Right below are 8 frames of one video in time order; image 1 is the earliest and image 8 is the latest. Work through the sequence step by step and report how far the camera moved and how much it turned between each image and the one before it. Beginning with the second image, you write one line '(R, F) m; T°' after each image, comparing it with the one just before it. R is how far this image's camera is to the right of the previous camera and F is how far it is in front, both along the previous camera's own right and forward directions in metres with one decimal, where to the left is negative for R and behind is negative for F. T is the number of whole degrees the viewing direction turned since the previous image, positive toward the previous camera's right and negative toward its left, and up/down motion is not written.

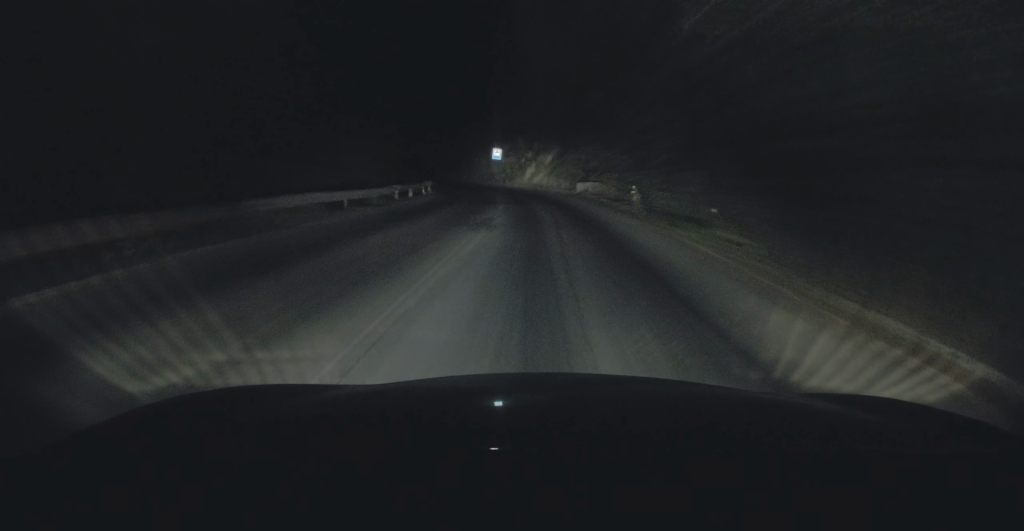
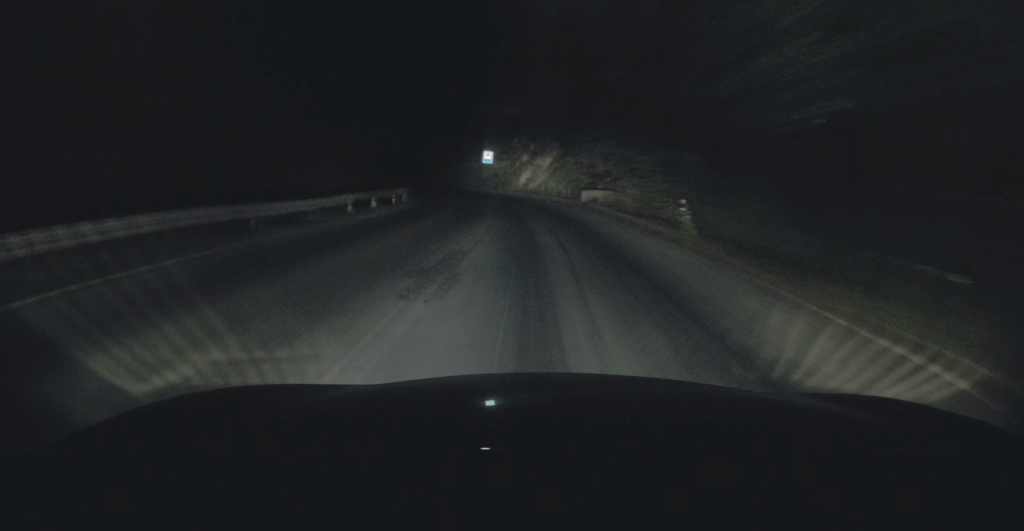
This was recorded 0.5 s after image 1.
(0.0, +3.8) m; -1°
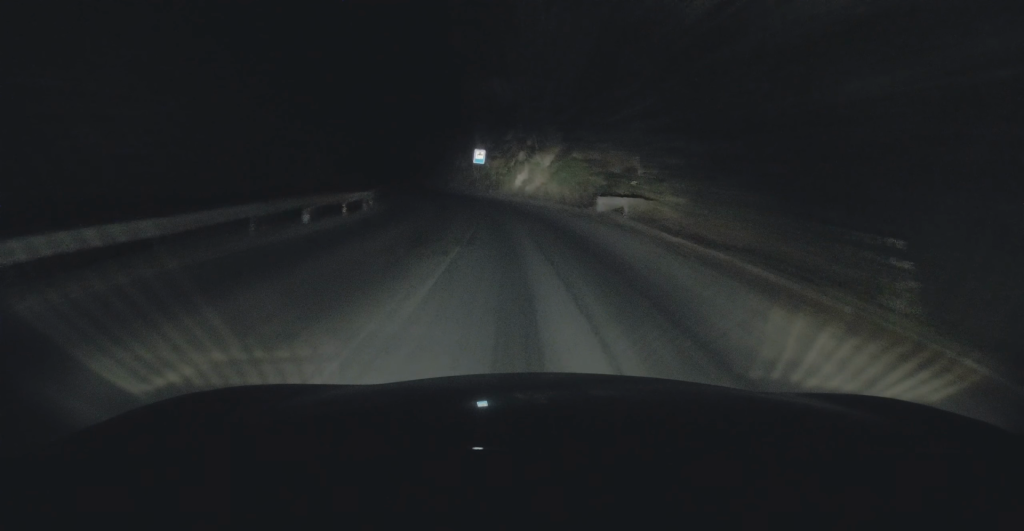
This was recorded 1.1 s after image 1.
(-0.1, +4.5) m; -1°
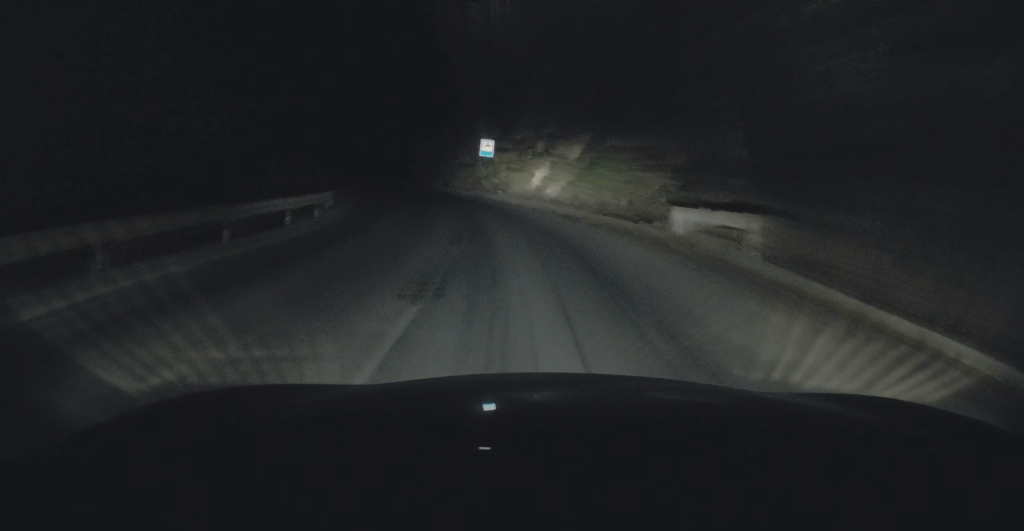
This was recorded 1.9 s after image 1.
(0.0, +6.0) m; 0°
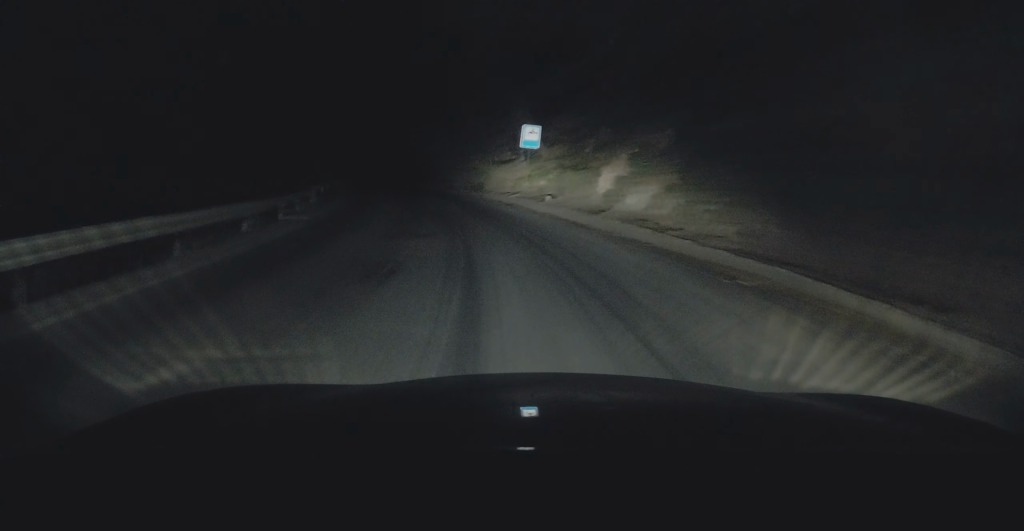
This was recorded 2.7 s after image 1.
(0.0, +6.6) m; -1°
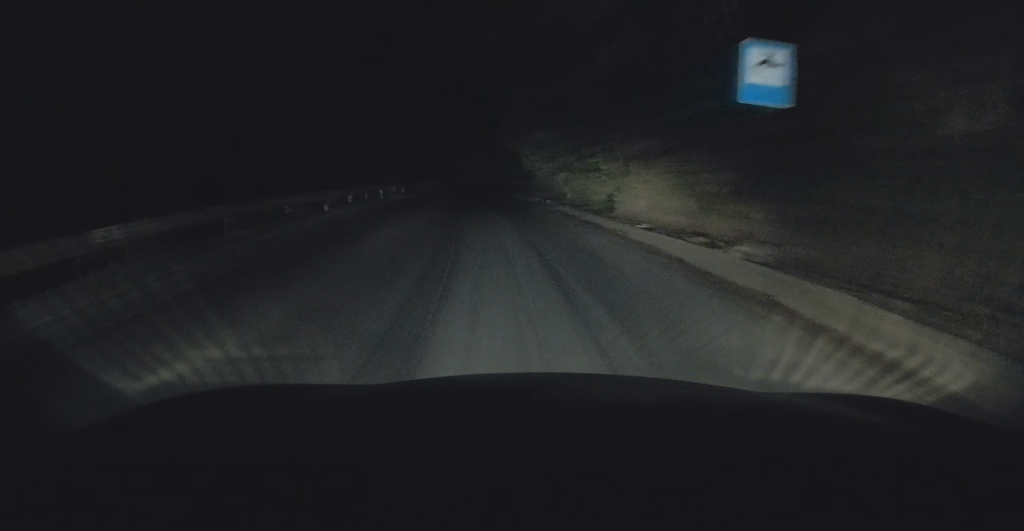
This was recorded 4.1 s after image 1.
(-0.4, +12.4) m; -8°
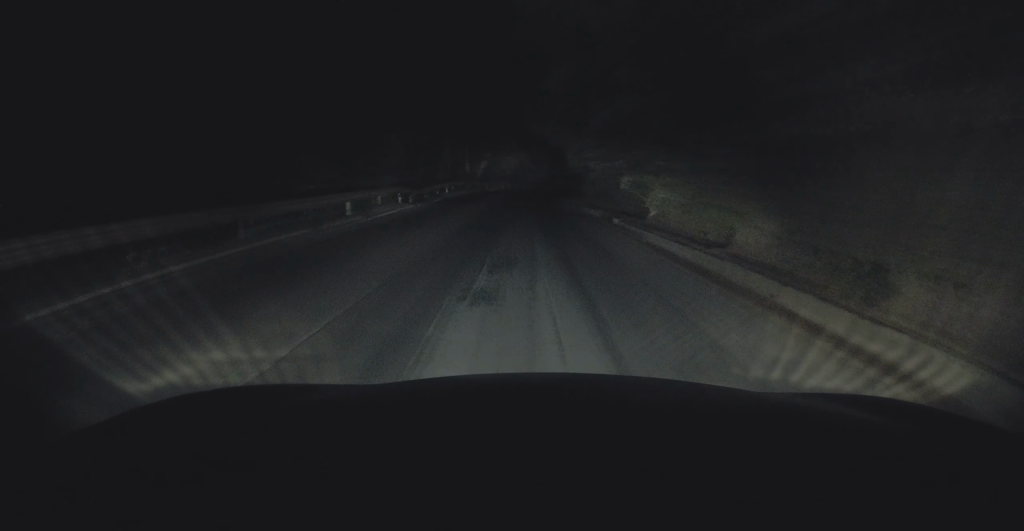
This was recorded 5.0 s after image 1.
(-0.7, +7.8) m; -9°
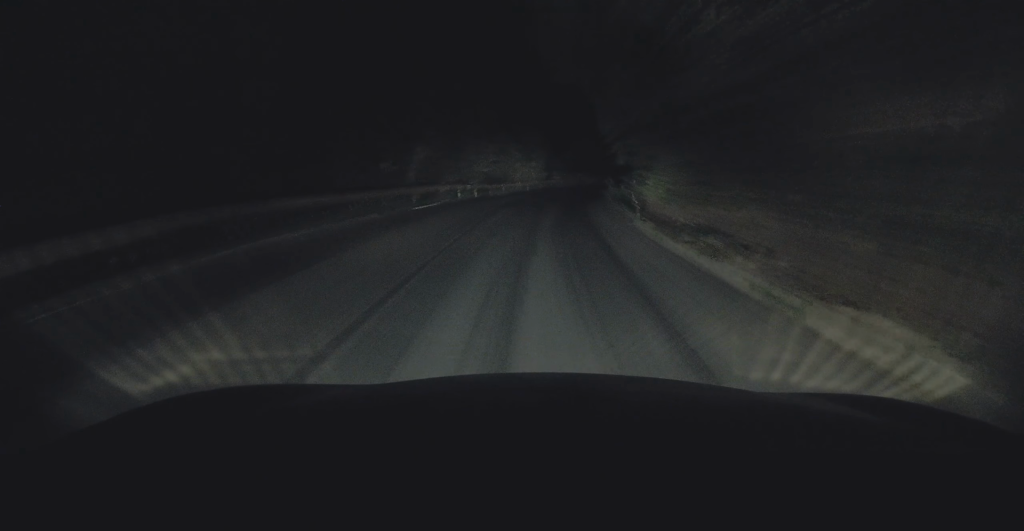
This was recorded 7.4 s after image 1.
(-1.5, +21.6) m; +3°
